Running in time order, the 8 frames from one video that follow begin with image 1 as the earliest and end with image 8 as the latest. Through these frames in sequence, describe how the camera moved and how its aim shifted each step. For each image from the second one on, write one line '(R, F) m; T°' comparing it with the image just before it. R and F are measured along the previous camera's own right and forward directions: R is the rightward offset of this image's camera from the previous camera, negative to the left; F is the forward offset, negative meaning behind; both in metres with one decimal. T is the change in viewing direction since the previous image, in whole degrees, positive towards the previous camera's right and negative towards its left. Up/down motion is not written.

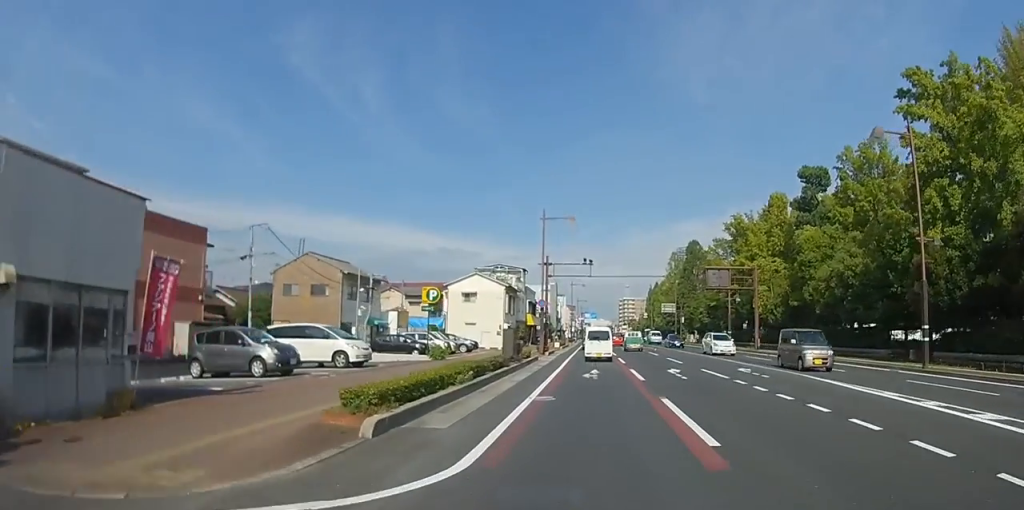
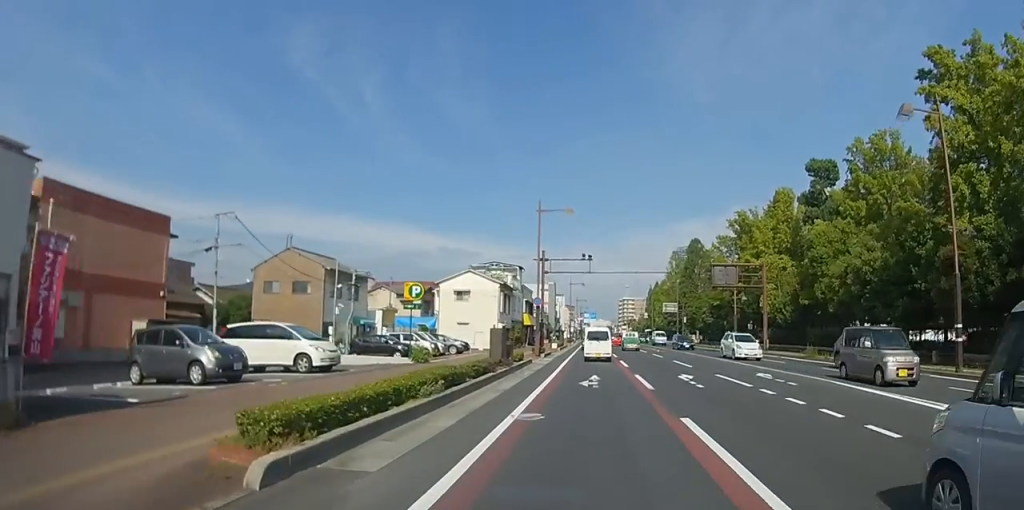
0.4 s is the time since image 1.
(0.0, +2.4) m; 0°
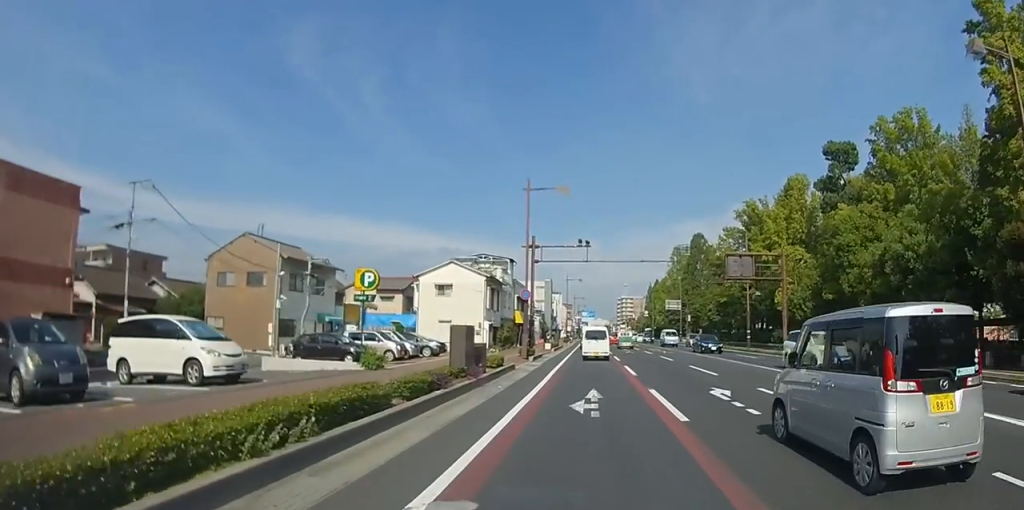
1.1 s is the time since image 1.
(0.0, +4.9) m; 0°
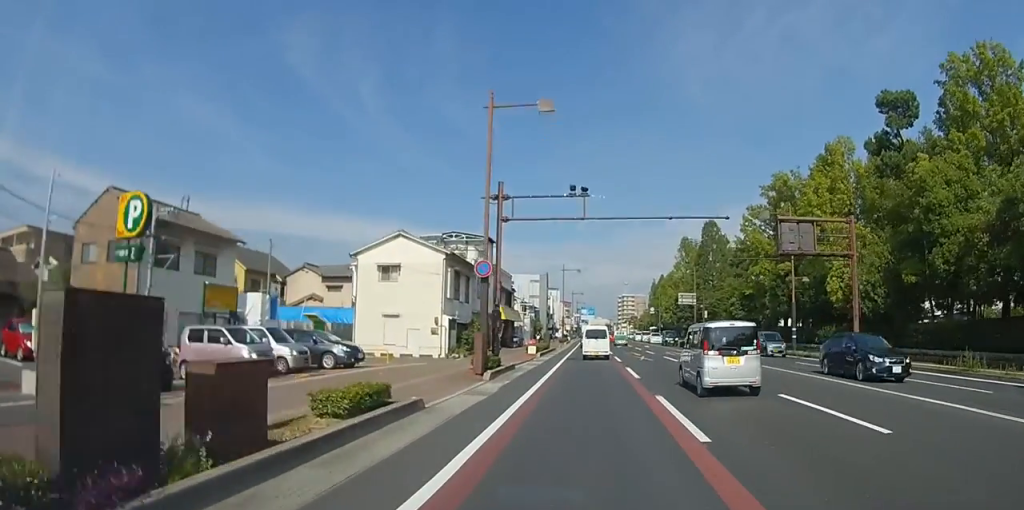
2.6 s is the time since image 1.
(-0.1, +11.1) m; -1°
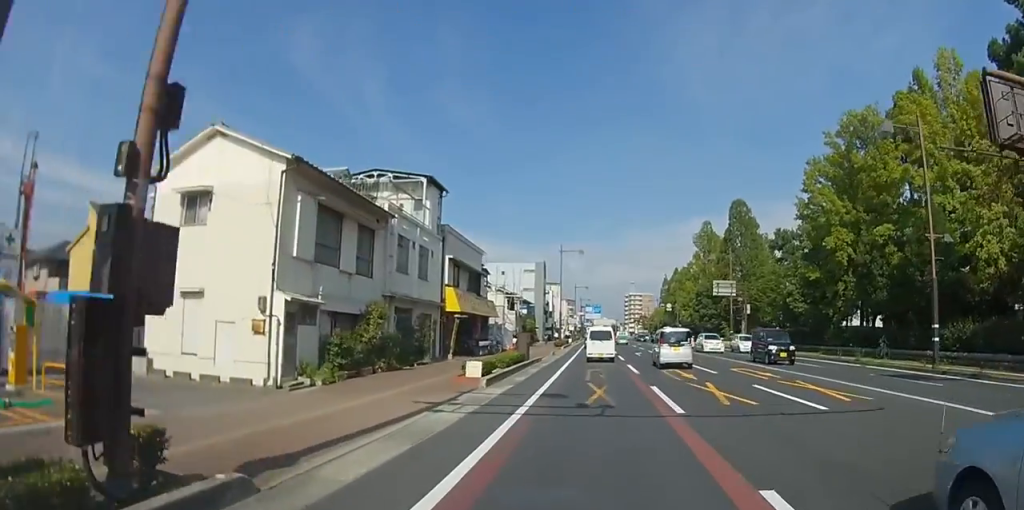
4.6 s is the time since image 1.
(0.0, +16.6) m; 0°
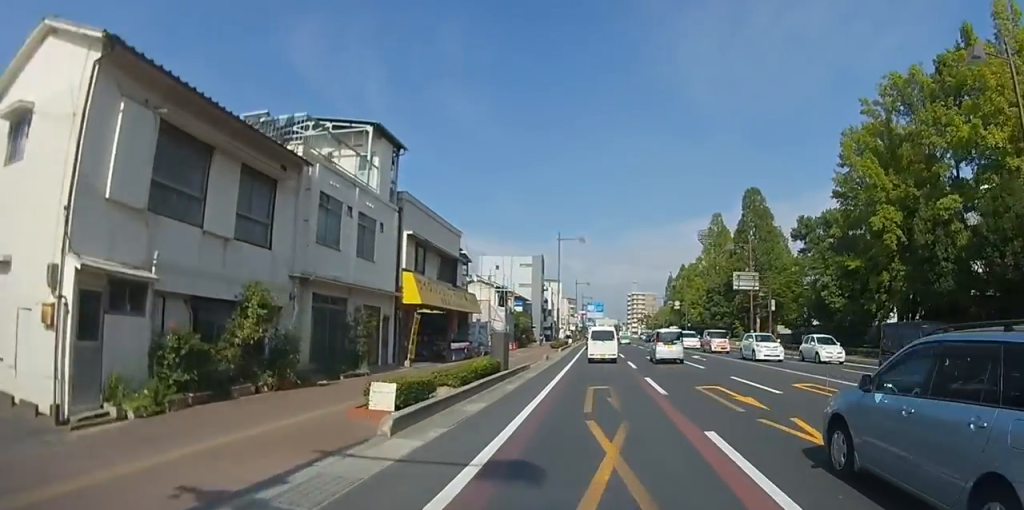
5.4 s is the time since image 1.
(0.0, +6.7) m; 0°
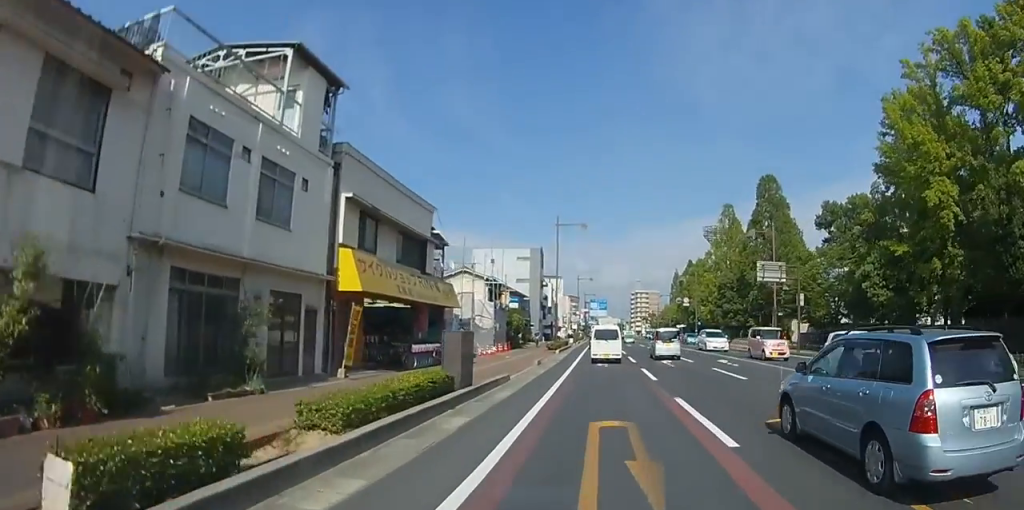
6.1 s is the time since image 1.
(0.0, +5.6) m; 0°
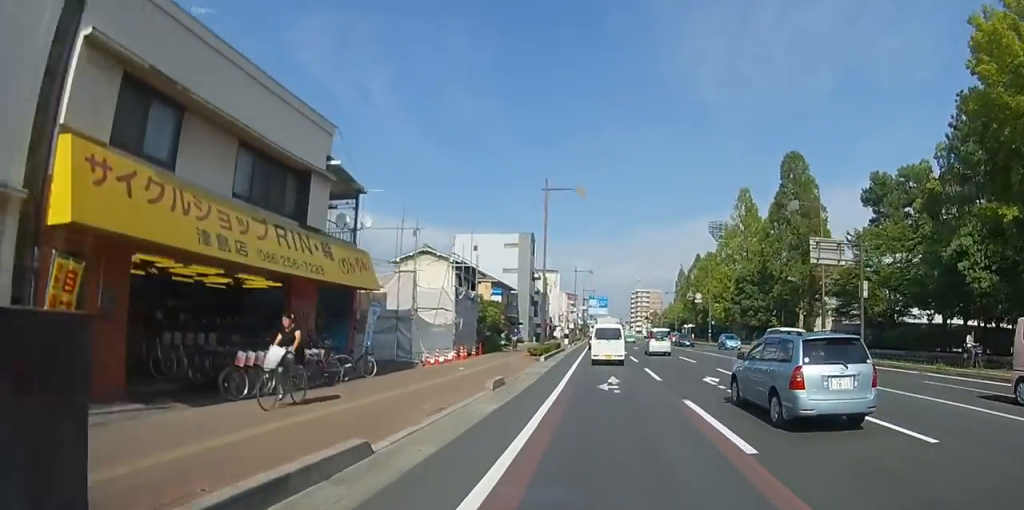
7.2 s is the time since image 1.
(0.0, +10.4) m; 0°
